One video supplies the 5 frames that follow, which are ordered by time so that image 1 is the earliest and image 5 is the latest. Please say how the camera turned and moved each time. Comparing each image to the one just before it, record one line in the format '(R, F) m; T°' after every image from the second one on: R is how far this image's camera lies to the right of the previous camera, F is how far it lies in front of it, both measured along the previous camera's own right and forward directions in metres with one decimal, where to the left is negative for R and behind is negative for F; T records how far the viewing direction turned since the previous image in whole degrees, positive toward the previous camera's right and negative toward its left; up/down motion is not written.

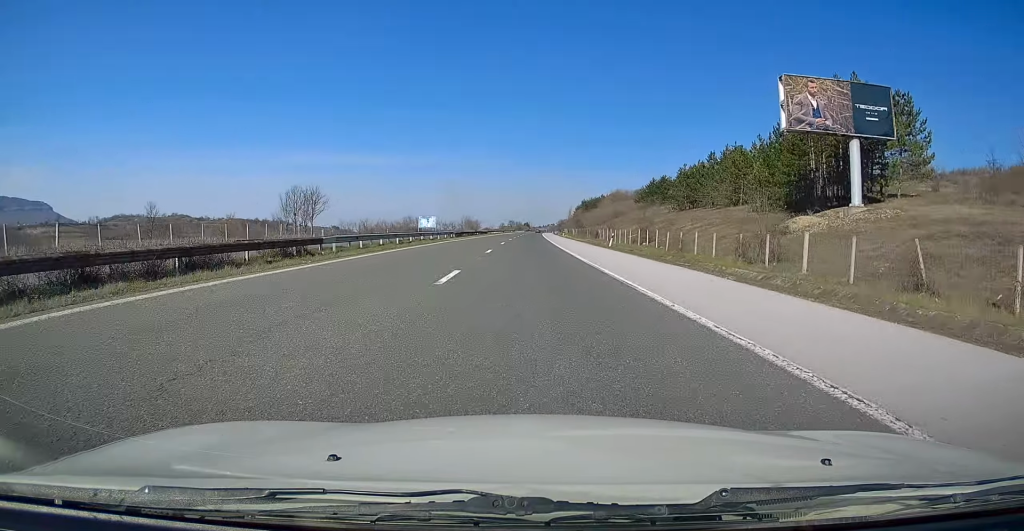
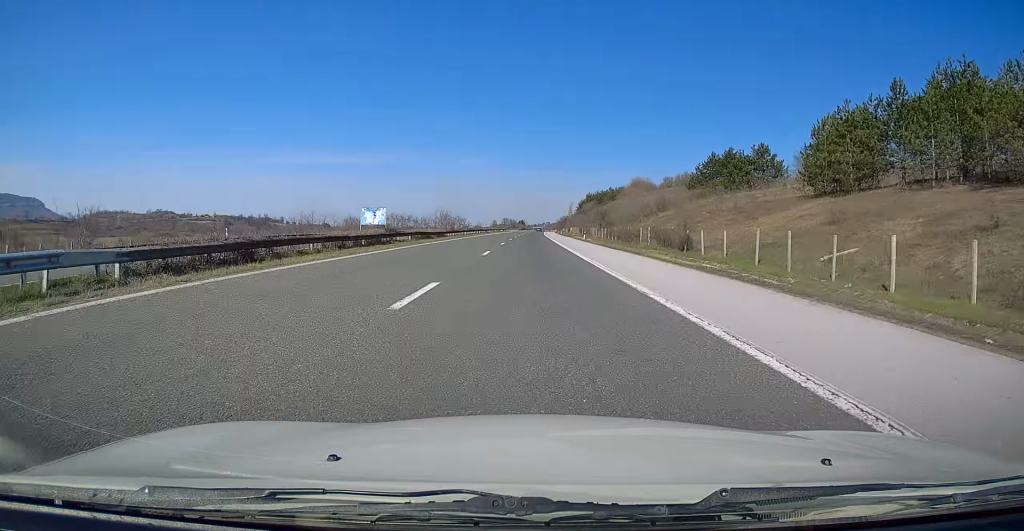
(+0.3, +52.1) m; +1°
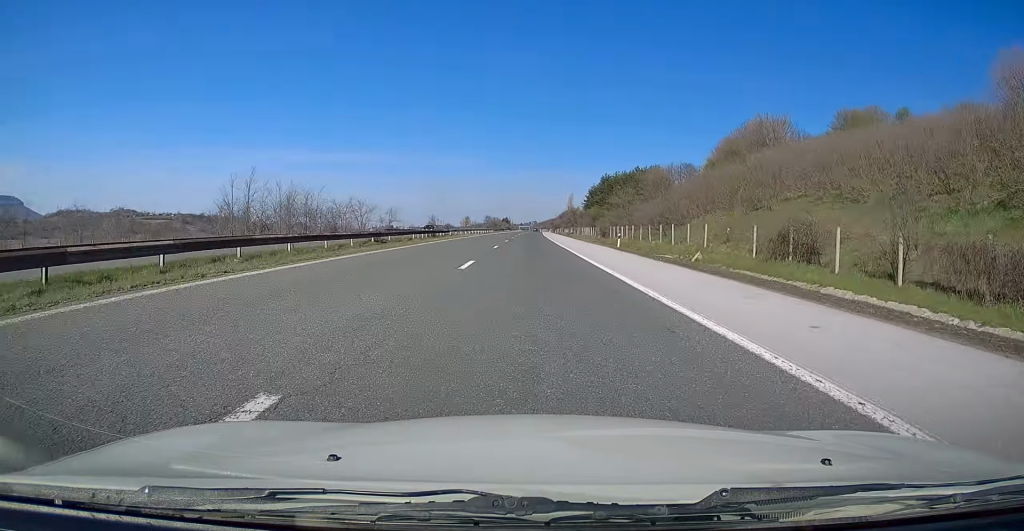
(+1.2, +104.3) m; +1°
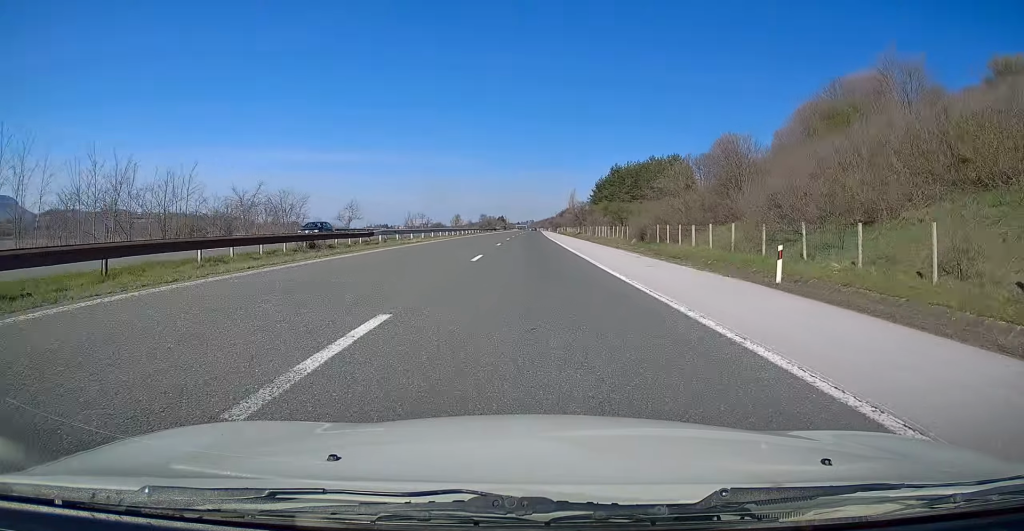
(+0.1, +28.7) m; 0°
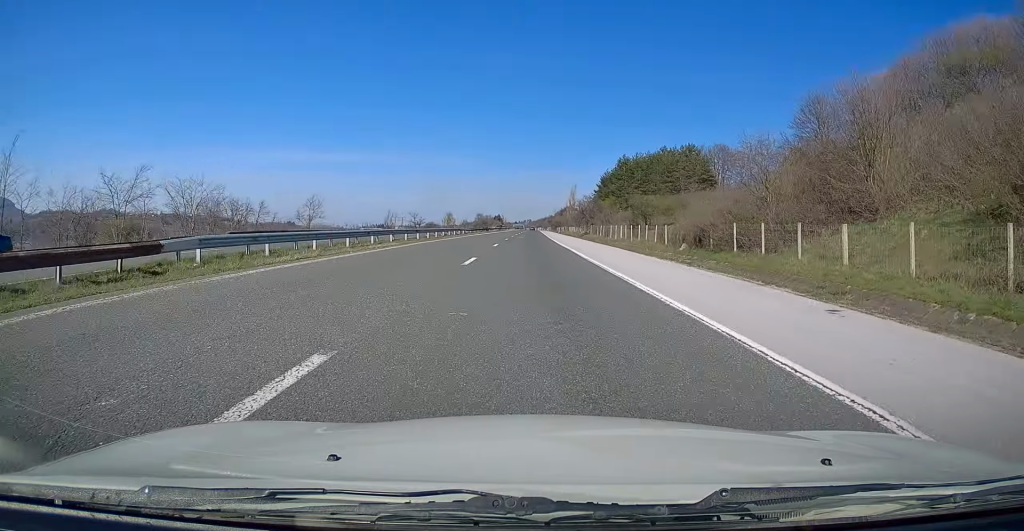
(0.0, +18.4) m; 0°
